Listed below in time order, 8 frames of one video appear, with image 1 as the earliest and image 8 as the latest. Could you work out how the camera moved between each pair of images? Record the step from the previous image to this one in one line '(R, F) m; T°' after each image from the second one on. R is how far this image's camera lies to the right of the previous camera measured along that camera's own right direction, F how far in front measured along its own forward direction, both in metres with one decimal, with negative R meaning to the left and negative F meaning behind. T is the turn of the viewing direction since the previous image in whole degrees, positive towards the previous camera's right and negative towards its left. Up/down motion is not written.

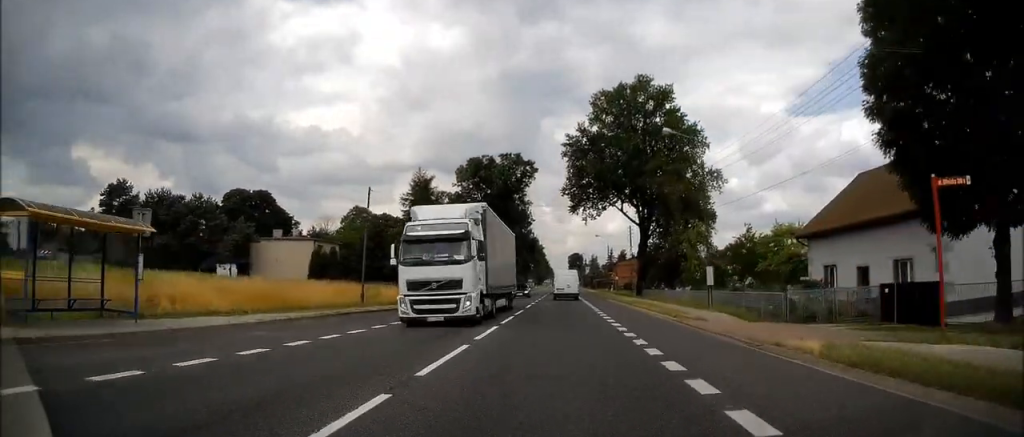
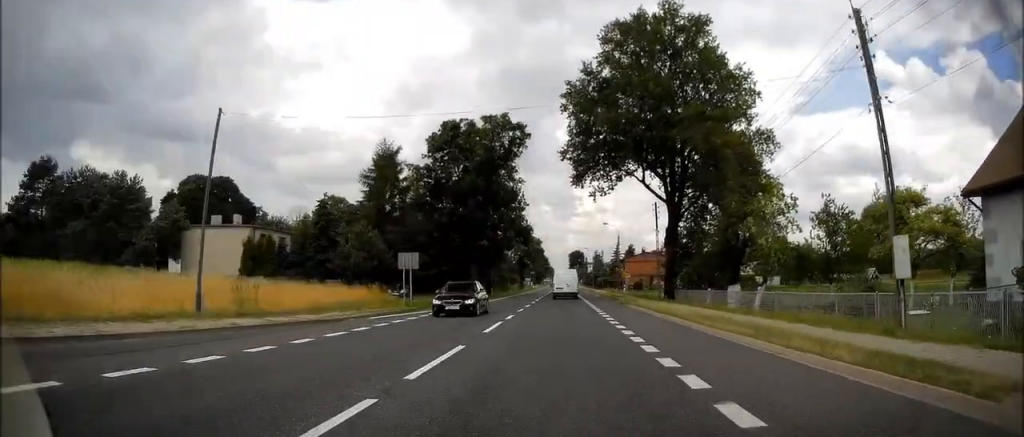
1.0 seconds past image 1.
(0.0, +17.8) m; +1°
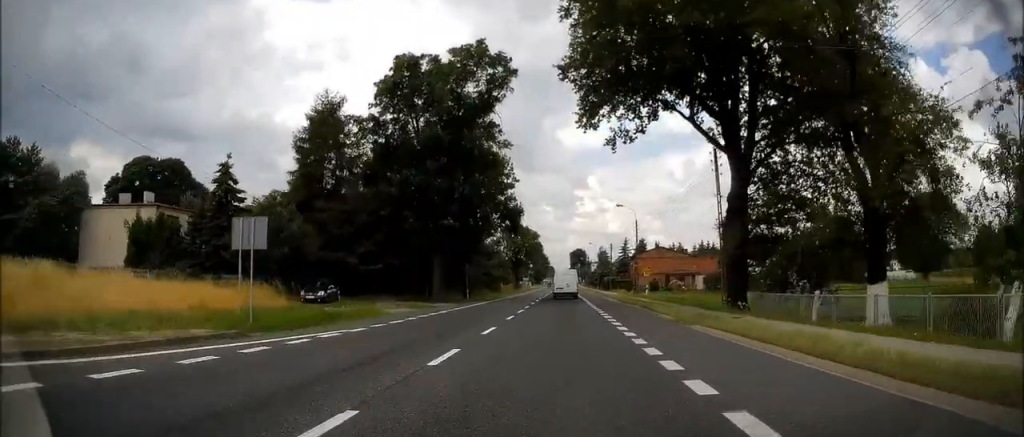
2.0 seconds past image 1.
(+0.3, +18.5) m; 0°
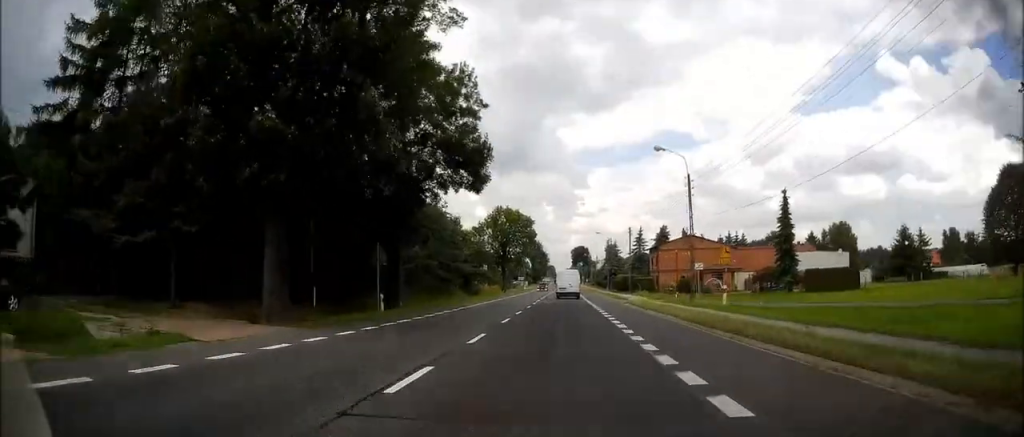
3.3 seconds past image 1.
(-0.2, +25.4) m; 0°
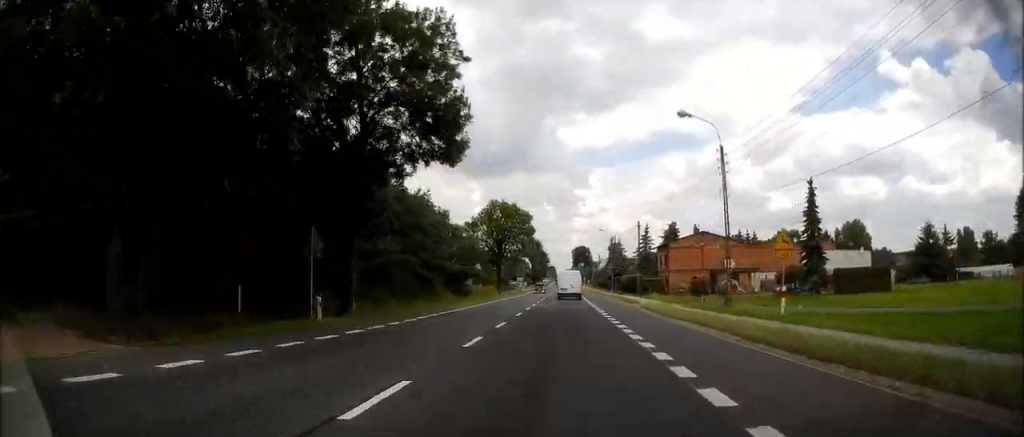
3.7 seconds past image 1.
(+0.2, +7.4) m; 0°
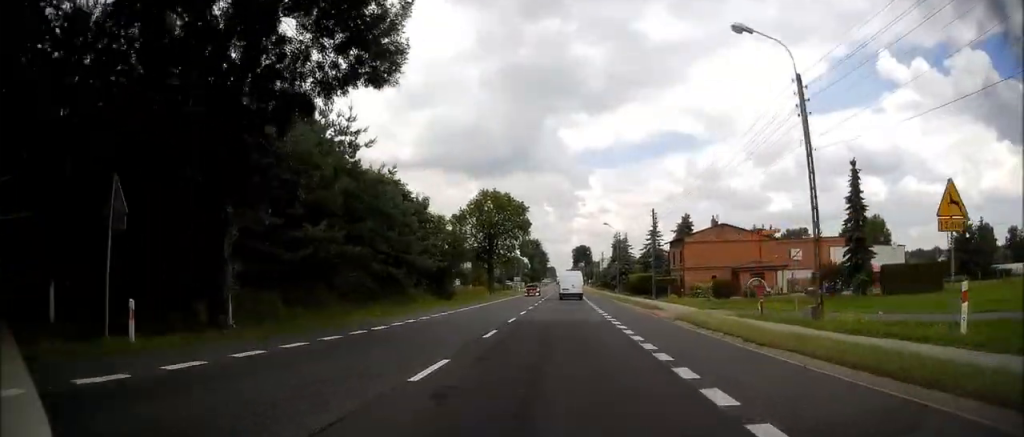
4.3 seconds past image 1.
(-0.1, +10.0) m; 0°
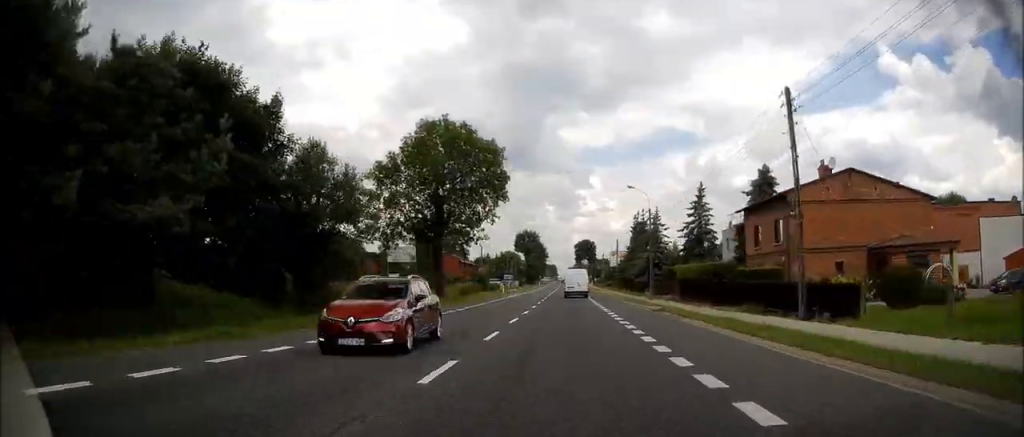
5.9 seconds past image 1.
(0.0, +31.2) m; 0°
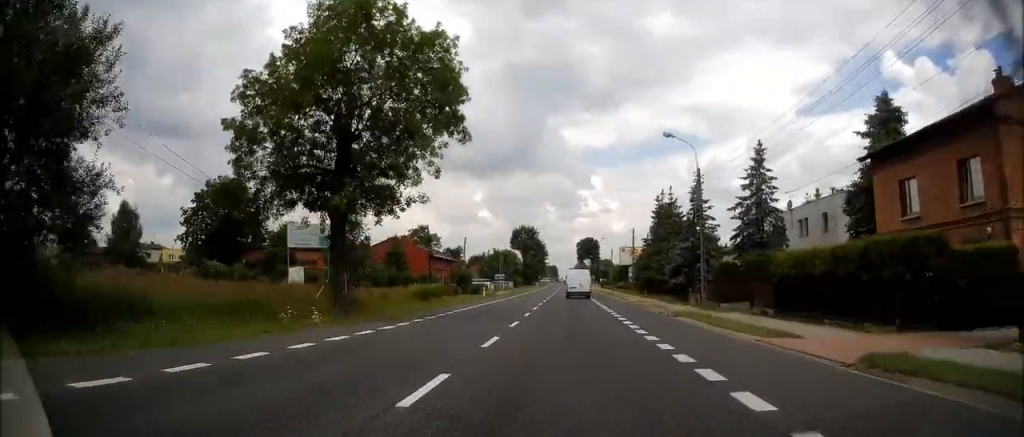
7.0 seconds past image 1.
(-0.3, +19.4) m; 0°
